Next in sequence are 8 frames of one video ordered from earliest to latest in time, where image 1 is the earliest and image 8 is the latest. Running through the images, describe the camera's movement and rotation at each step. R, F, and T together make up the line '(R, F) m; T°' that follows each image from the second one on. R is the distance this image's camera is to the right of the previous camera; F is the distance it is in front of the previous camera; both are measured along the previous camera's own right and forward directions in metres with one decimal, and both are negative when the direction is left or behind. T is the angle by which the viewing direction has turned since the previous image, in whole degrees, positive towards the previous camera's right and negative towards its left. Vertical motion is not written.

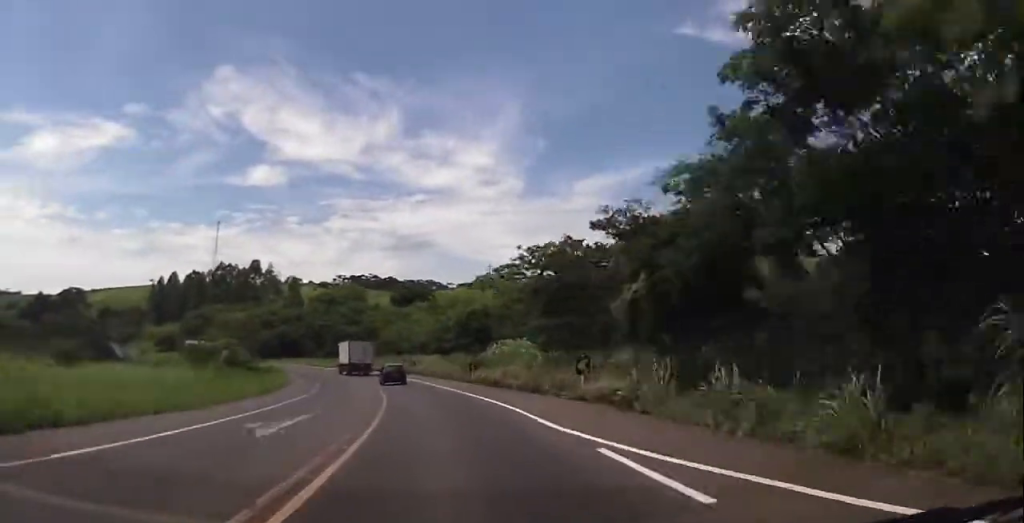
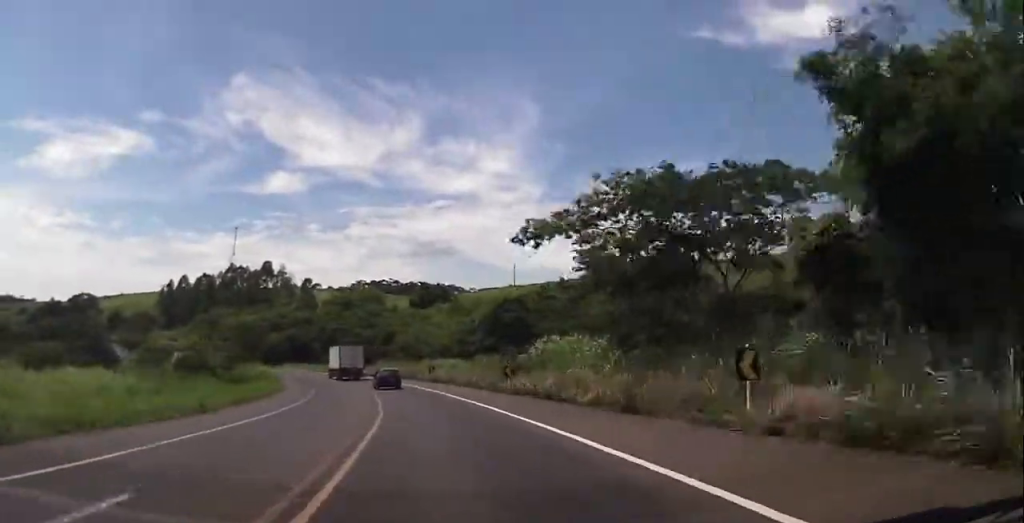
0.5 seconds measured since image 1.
(-2.2, +12.3) m; -5°
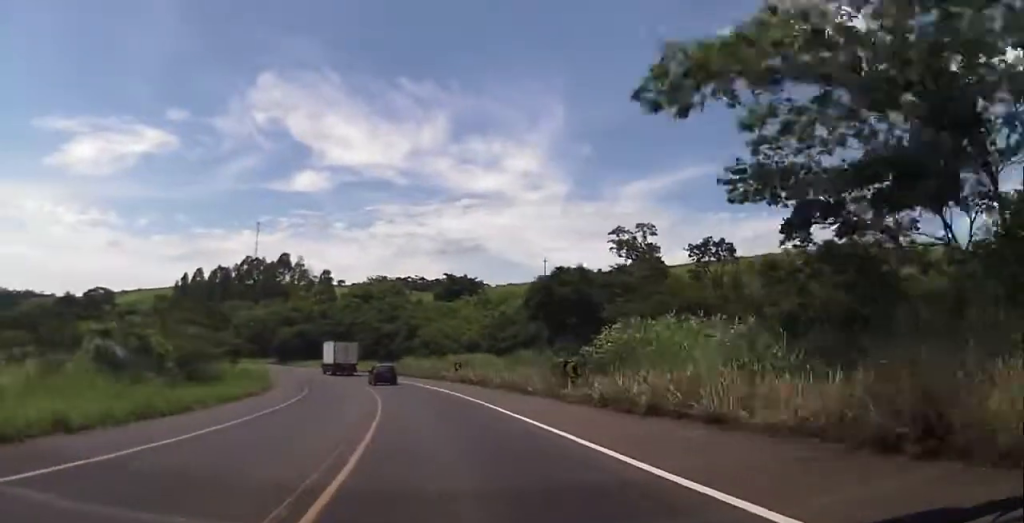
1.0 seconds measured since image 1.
(+1.4, +11.3) m; +3°
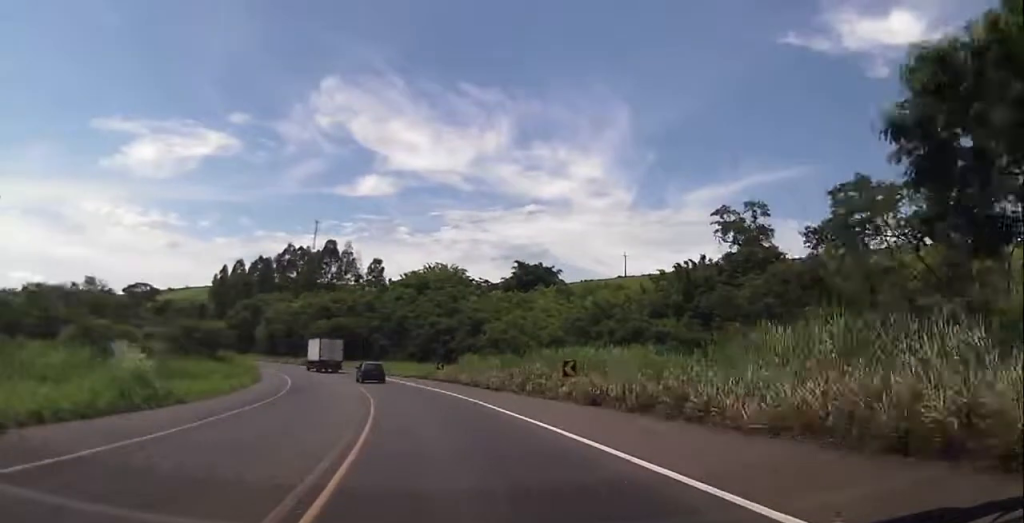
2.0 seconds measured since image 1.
(+1.0, +25.6) m; 0°
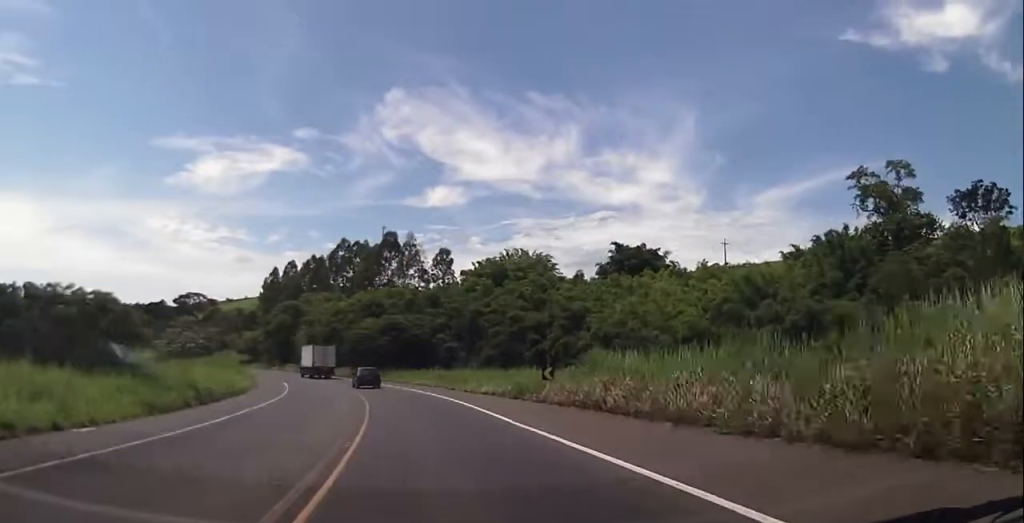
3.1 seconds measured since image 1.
(-1.1, +24.9) m; -6°
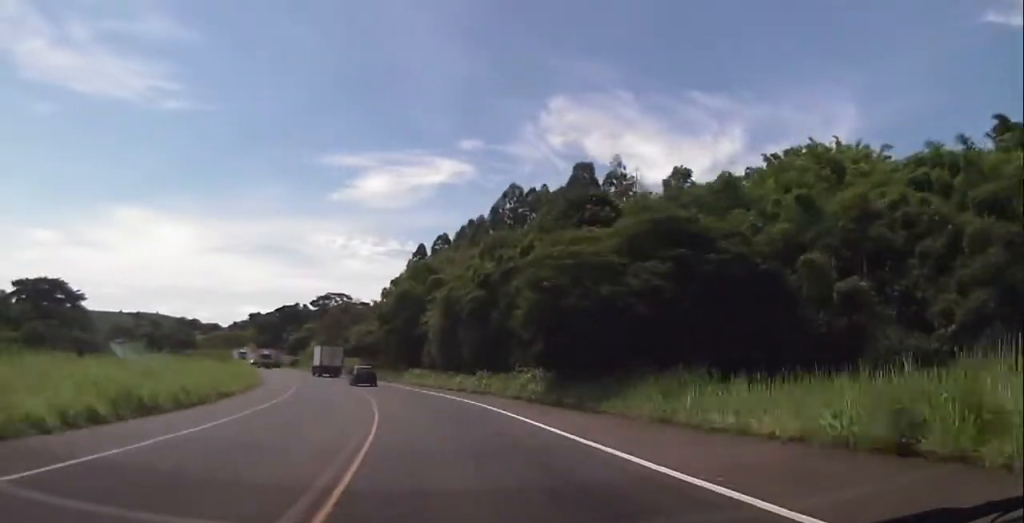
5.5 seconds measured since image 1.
(-6.6, +54.8) m; -13°
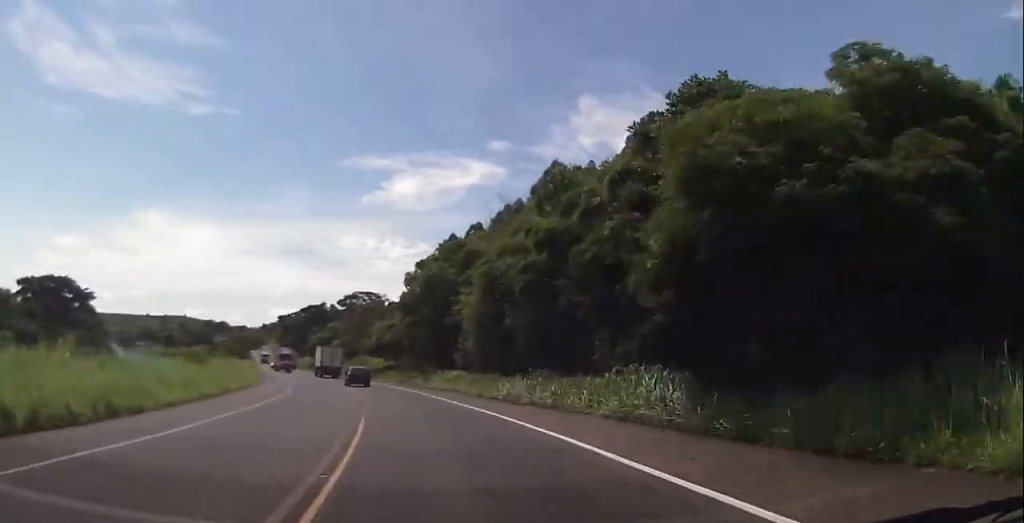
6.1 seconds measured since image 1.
(-0.6, +13.1) m; -3°
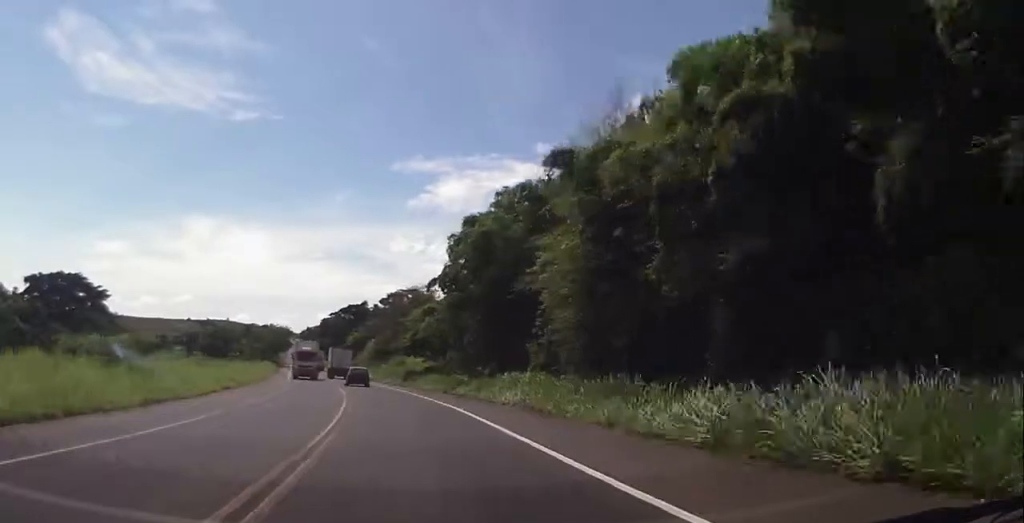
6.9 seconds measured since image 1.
(-0.8, +18.5) m; -5°
